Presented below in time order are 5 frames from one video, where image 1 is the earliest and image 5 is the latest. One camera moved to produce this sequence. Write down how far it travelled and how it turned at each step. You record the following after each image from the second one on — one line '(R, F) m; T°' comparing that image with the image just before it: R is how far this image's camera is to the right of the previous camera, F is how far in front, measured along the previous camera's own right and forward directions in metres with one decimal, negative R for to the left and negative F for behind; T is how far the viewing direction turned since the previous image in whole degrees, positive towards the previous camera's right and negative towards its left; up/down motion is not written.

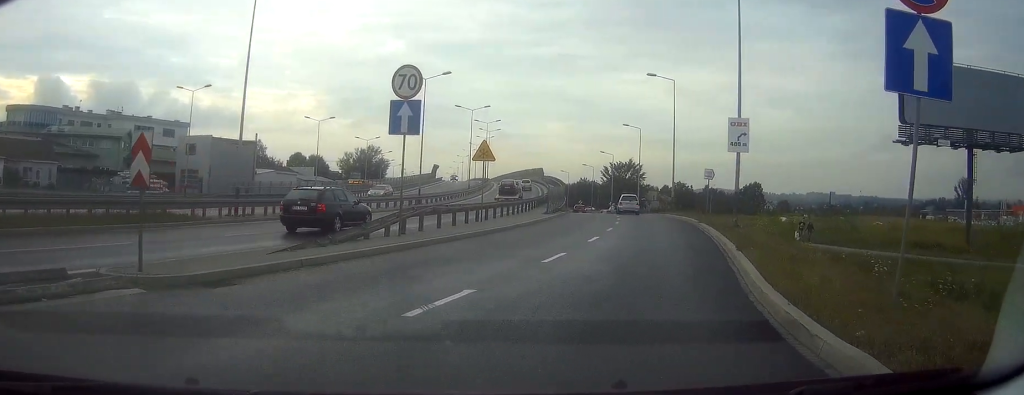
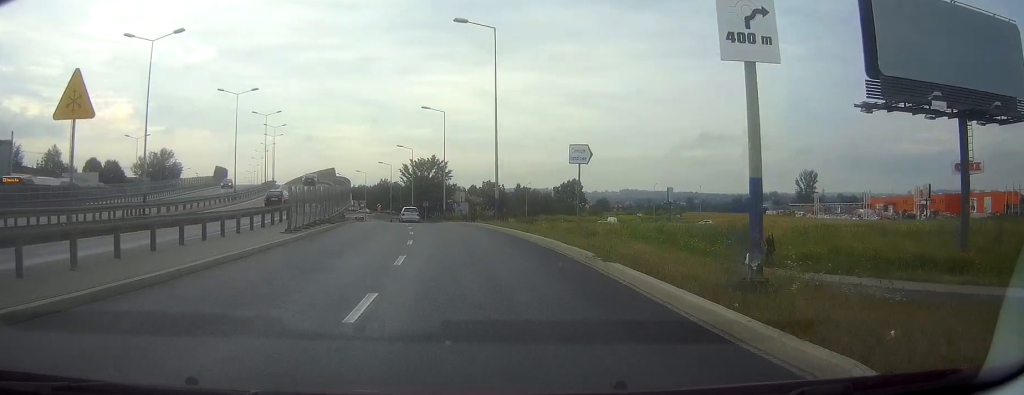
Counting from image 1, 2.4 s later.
(+3.8, +16.2) m; +14°
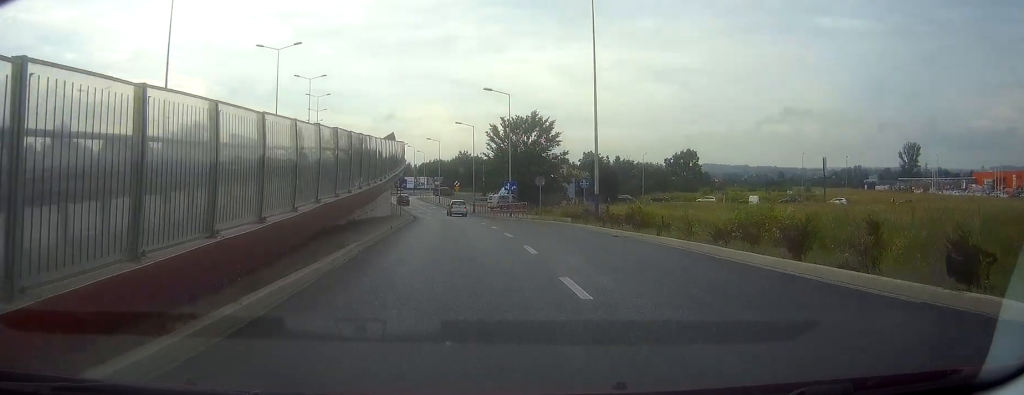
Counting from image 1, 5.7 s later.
(-3.2, +34.5) m; -7°
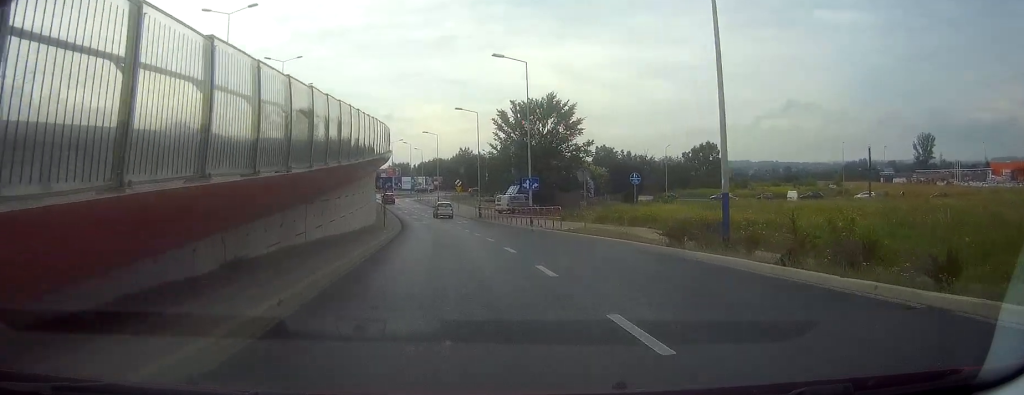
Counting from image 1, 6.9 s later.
(0.0, +14.9) m; 0°
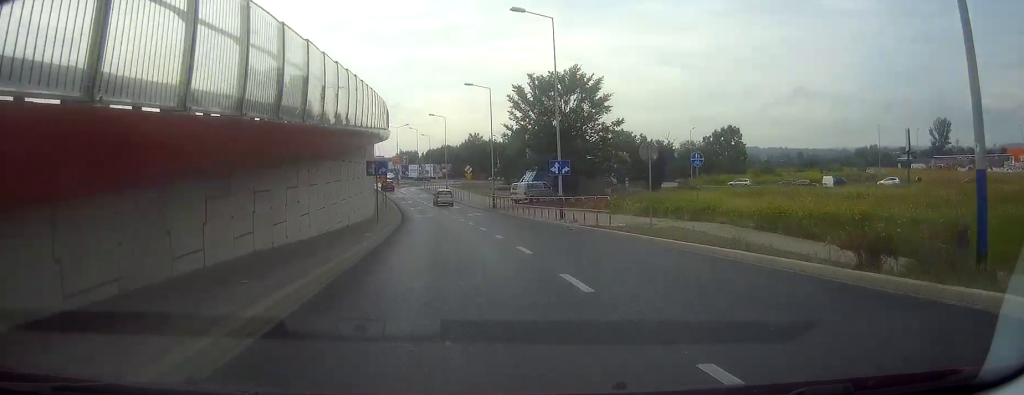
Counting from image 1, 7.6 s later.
(0.0, +8.6) m; 0°
